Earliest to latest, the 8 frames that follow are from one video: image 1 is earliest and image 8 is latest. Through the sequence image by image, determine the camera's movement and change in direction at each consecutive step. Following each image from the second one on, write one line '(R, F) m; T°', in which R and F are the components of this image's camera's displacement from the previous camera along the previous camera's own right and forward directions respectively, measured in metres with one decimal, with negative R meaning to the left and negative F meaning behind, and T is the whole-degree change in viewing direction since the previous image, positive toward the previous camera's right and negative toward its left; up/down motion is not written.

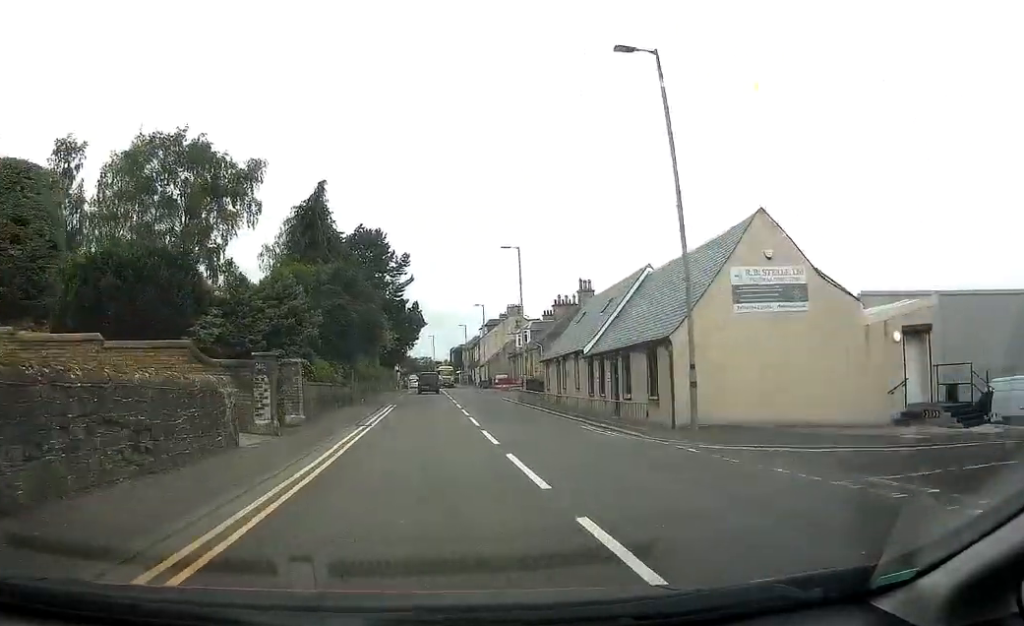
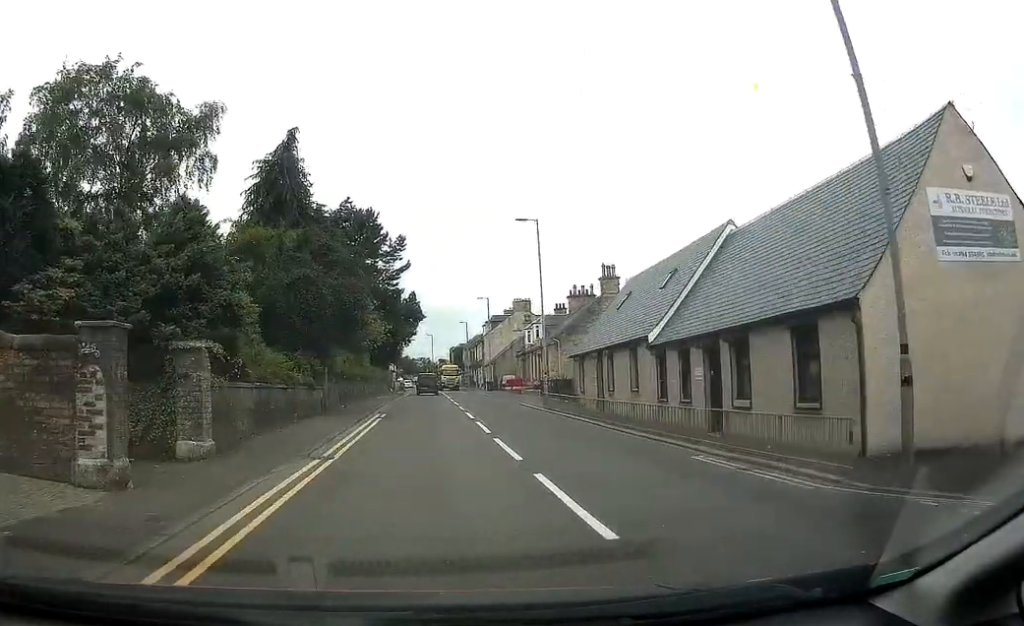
(-0.3, +8.6) m; -1°
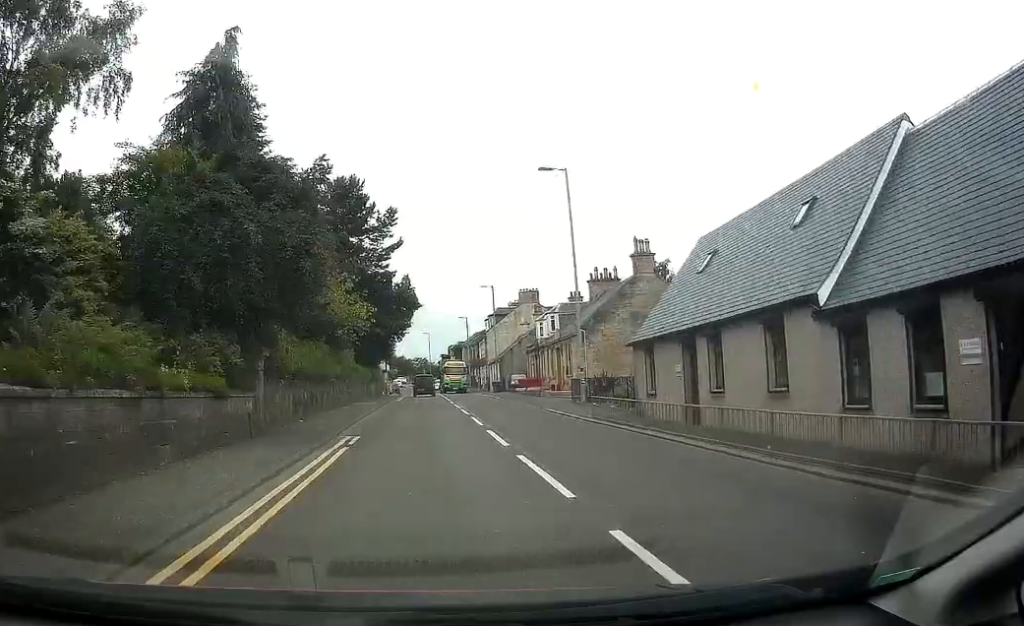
(-0.1, +10.1) m; 0°
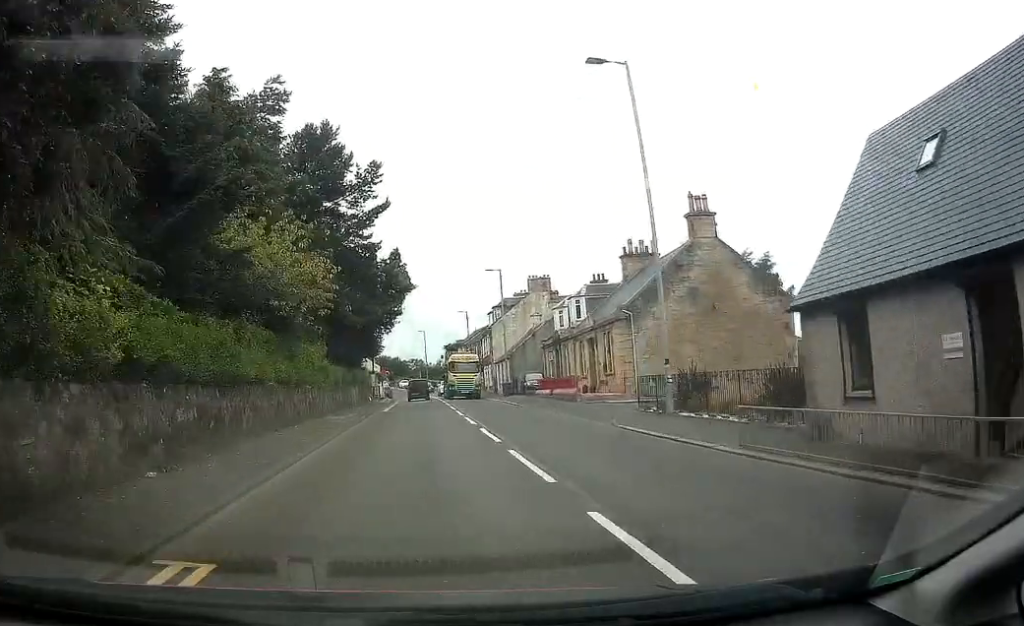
(+0.1, +11.3) m; +1°
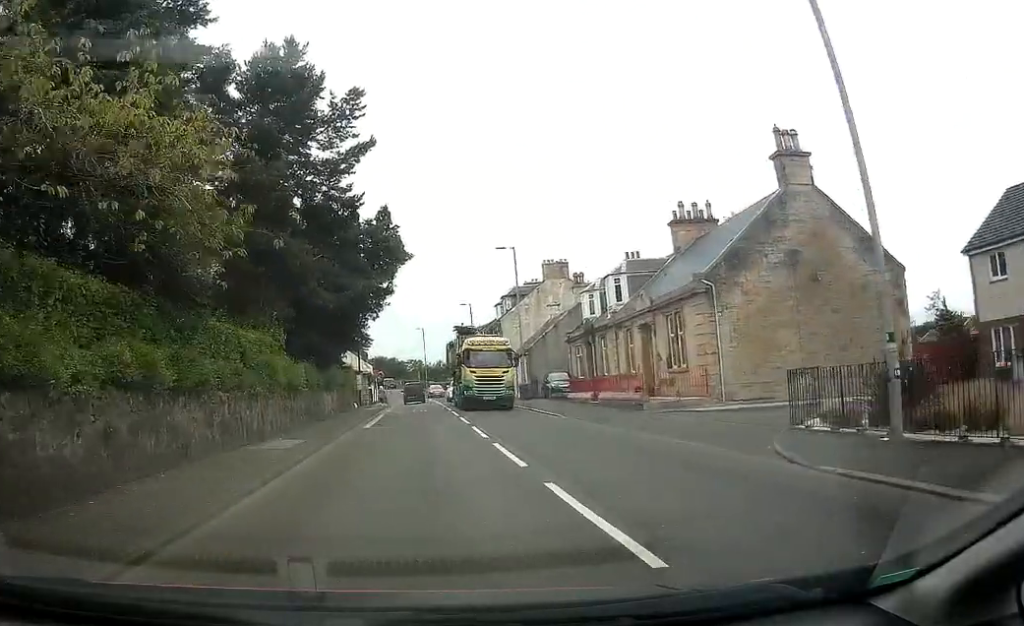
(0.0, +9.9) m; 0°
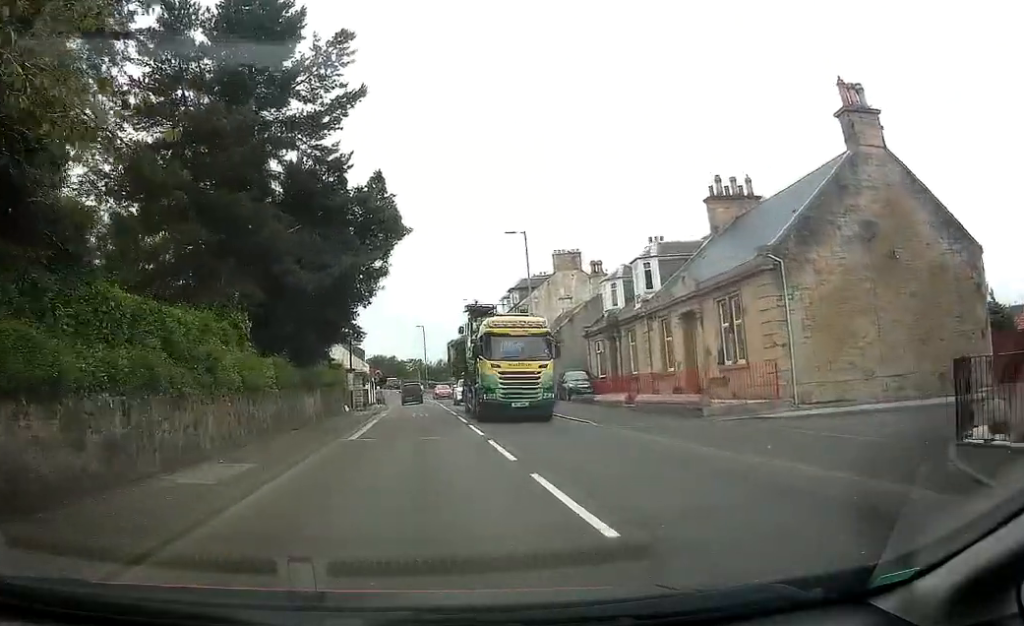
(0.0, +5.1) m; 0°
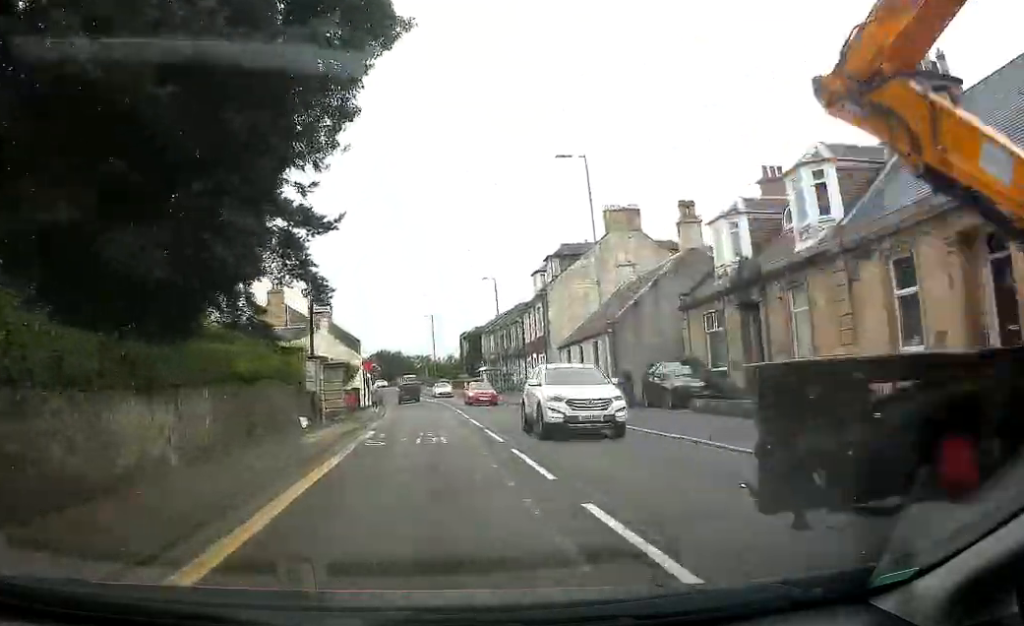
(0.0, +14.9) m; 0°
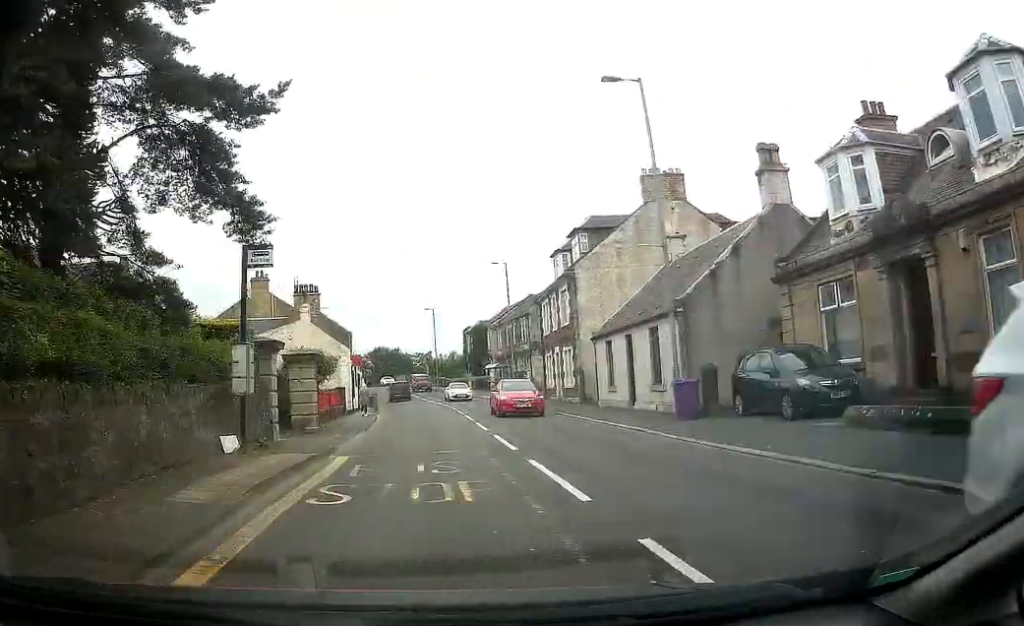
(0.0, +7.6) m; +1°
